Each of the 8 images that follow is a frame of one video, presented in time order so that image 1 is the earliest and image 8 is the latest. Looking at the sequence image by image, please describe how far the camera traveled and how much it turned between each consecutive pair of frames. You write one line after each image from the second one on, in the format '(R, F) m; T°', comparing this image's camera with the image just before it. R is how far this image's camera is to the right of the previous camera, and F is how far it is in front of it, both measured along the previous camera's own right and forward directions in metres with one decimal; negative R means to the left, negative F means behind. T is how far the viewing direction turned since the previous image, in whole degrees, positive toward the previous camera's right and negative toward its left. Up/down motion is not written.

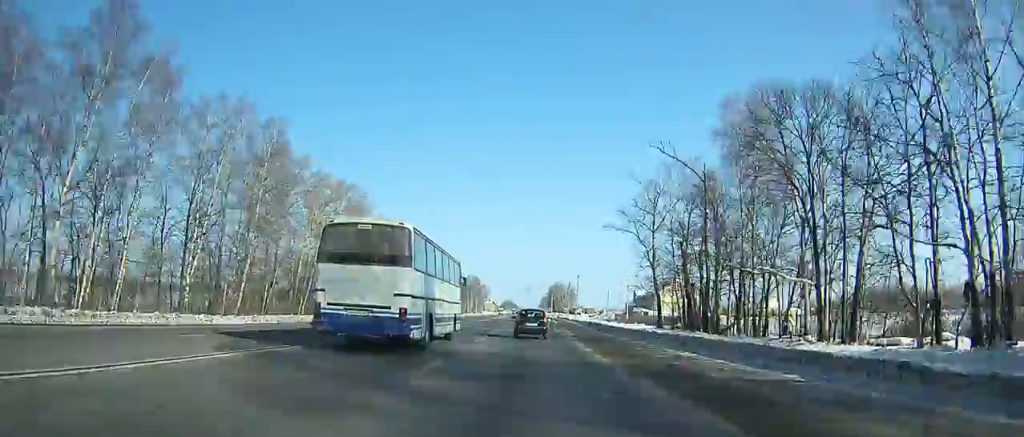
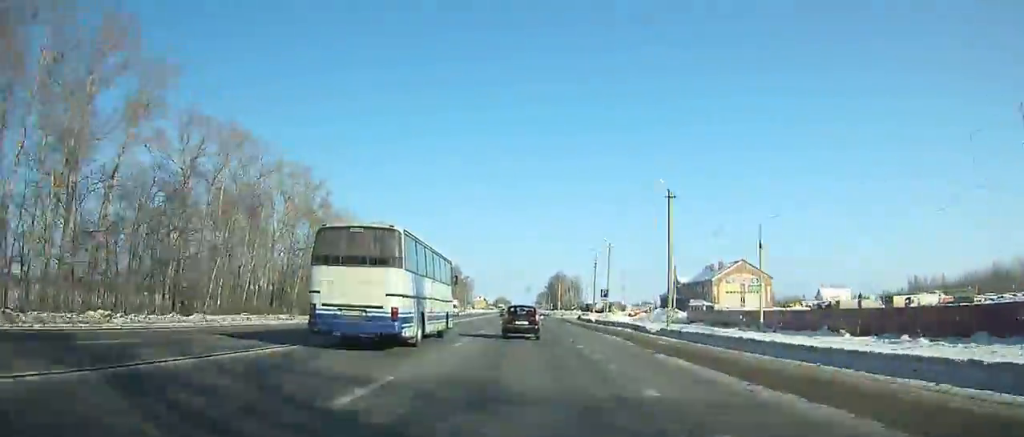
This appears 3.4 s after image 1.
(+0.4, +74.4) m; 0°
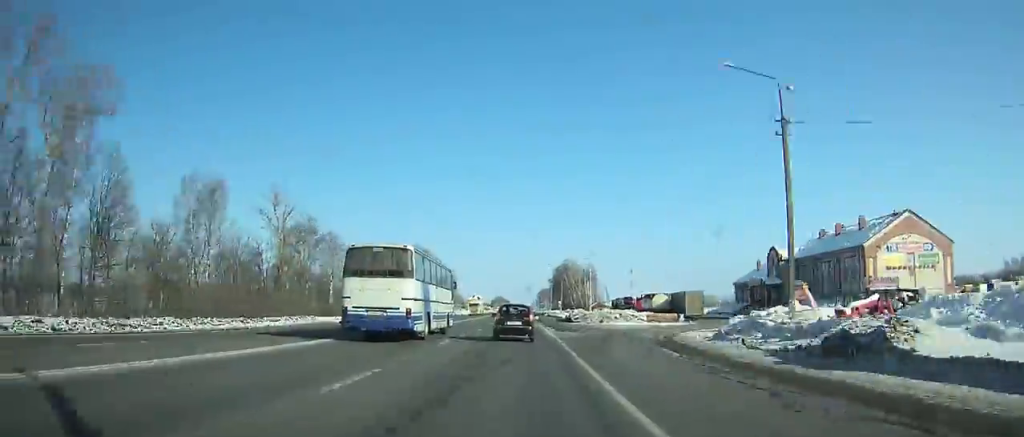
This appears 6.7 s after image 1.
(+0.1, +69.9) m; 0°
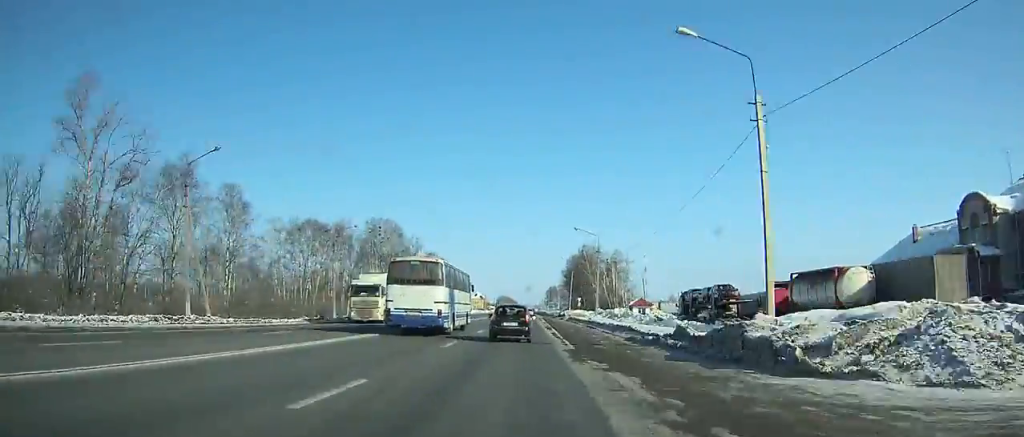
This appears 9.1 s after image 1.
(+0.1, +49.8) m; 0°
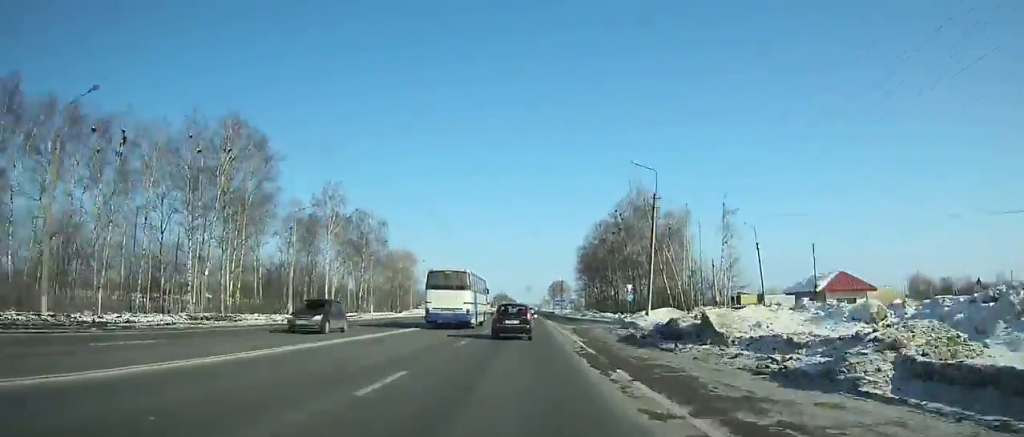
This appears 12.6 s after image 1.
(-0.5, +70.9) m; 0°
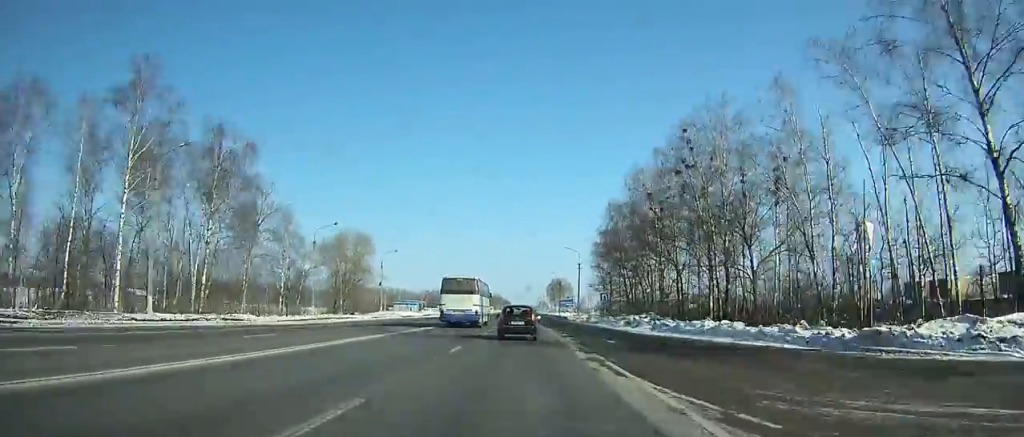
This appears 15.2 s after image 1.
(-0.1, +51.6) m; 0°
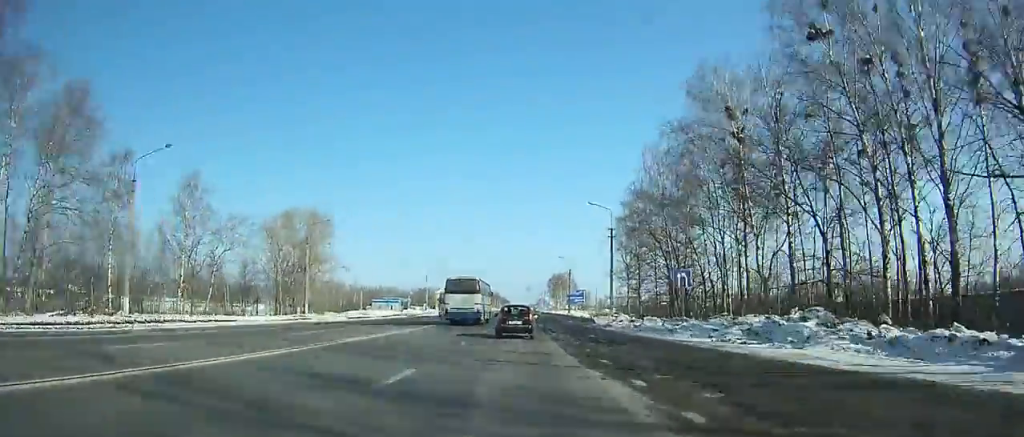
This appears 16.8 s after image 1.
(0.0, +31.2) m; 0°
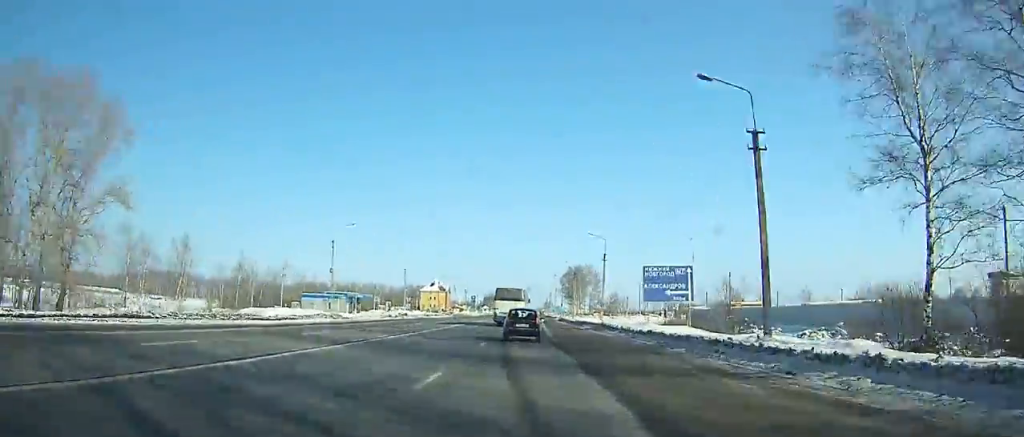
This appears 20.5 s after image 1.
(-0.1, +70.8) m; 0°
